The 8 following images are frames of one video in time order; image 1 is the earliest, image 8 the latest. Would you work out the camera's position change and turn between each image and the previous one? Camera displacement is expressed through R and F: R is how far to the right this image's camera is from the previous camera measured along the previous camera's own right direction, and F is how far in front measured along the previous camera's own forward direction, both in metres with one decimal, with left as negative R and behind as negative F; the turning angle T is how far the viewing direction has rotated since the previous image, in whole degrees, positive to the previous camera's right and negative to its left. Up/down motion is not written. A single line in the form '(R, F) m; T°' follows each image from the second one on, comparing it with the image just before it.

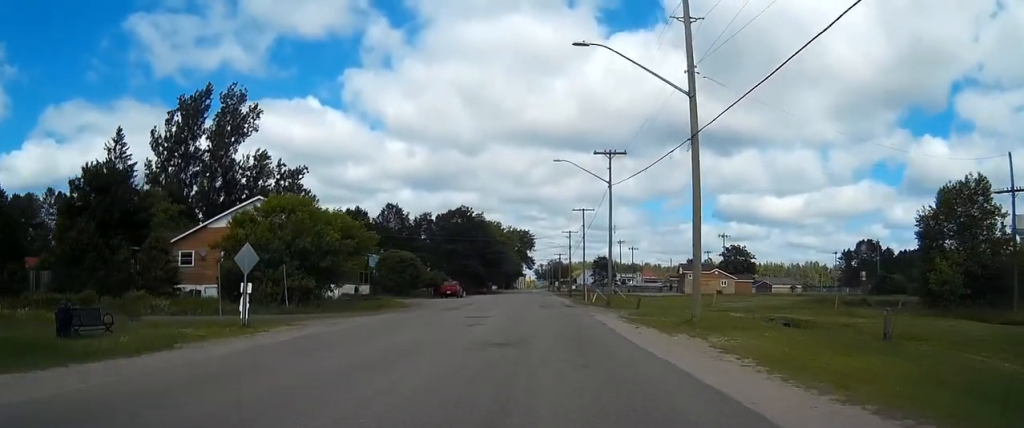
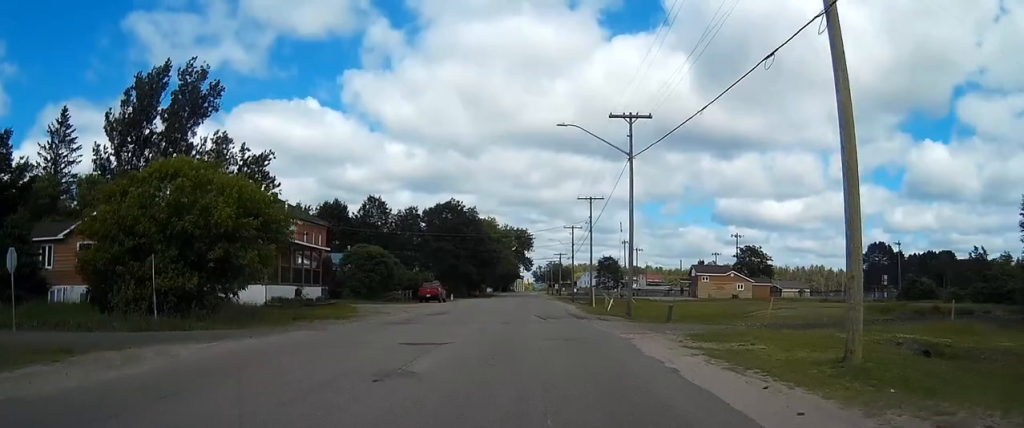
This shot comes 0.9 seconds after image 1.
(-0.1, +13.7) m; 0°
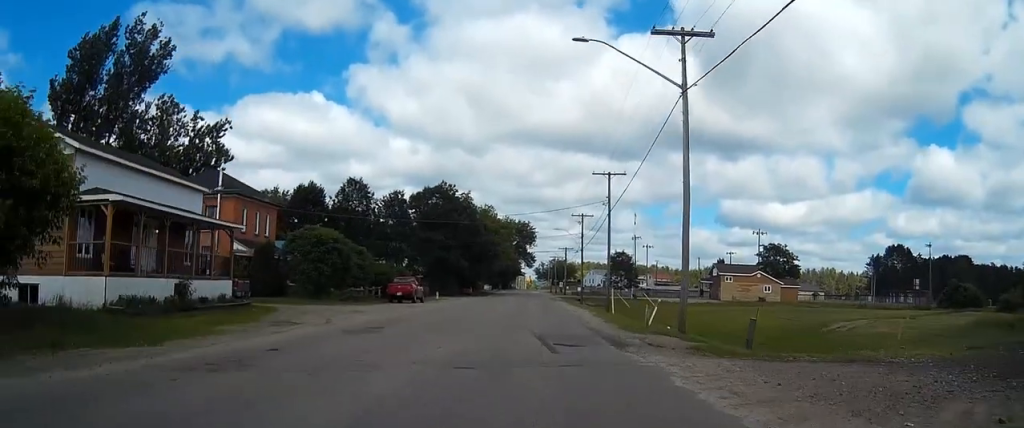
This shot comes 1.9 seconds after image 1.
(0.0, +15.7) m; 0°
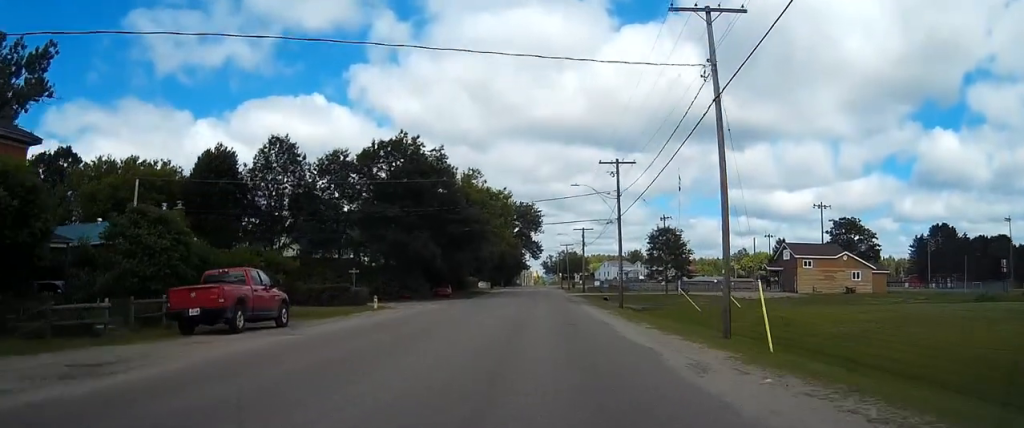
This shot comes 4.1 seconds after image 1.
(-0.2, +34.2) m; 0°
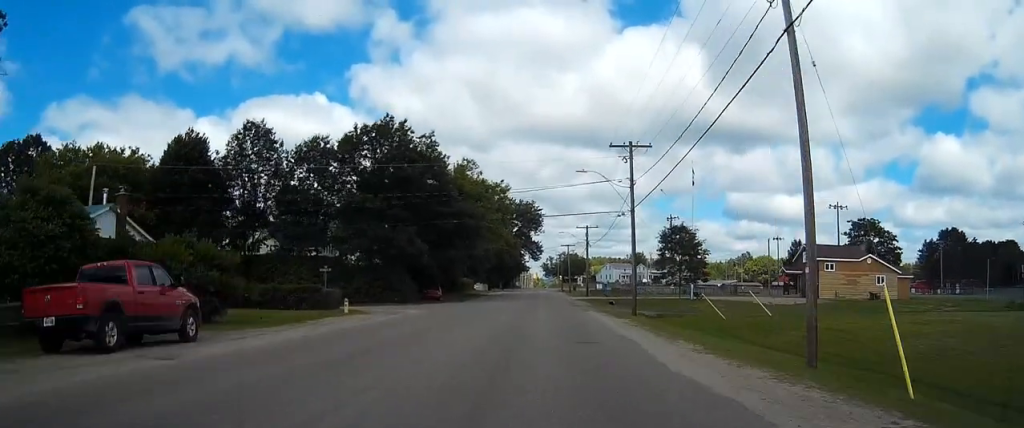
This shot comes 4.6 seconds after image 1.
(0.0, +7.3) m; 0°
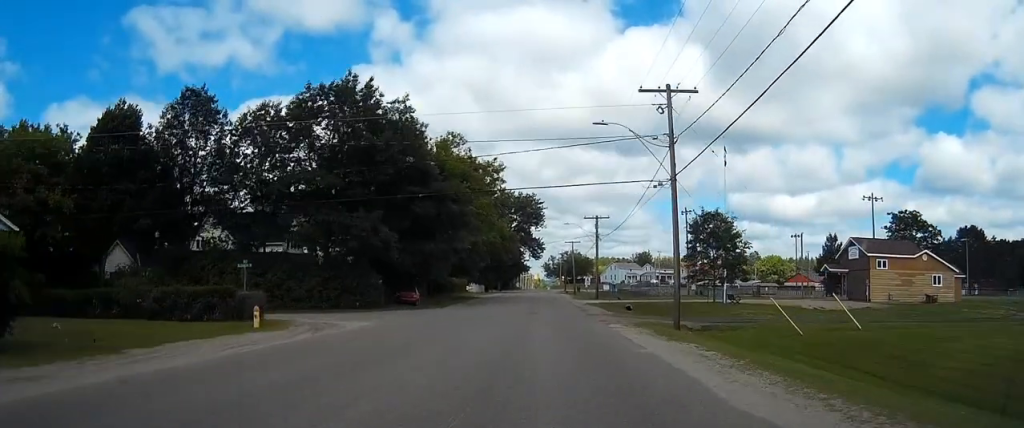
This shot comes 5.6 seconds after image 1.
(0.0, +13.2) m; +1°
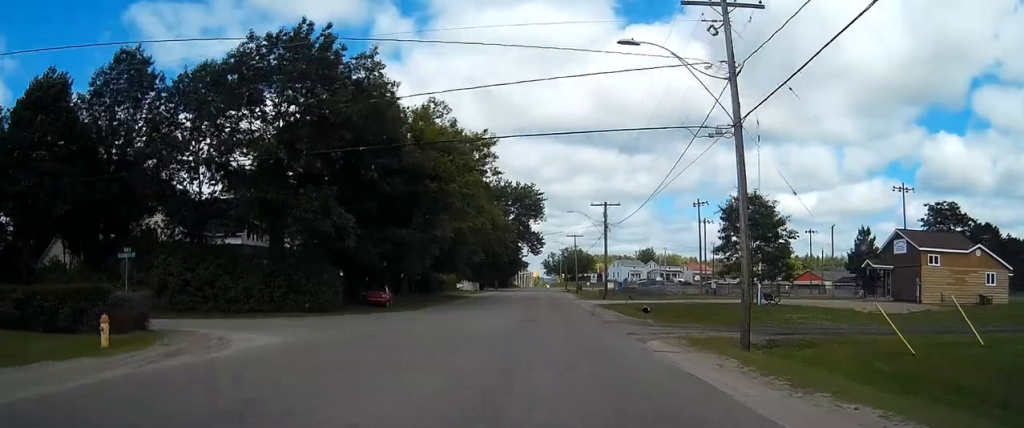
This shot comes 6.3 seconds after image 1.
(+0.1, +10.2) m; +1°
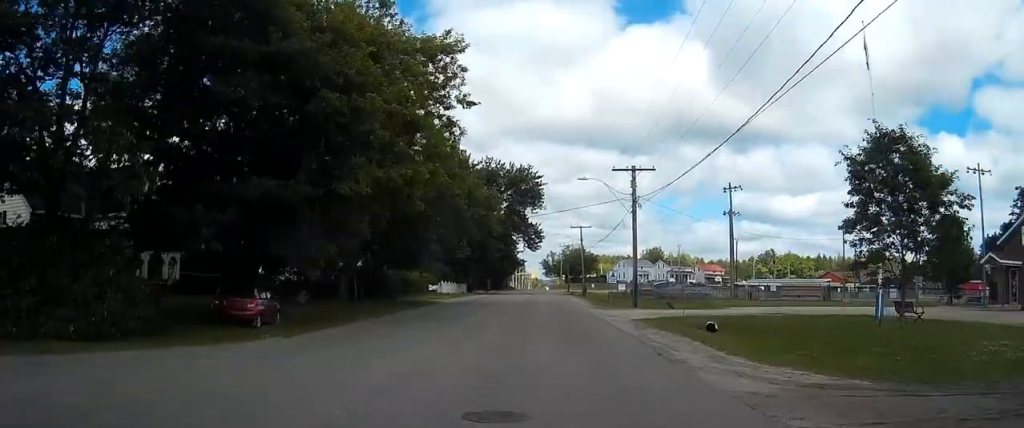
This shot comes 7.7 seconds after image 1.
(+0.2, +19.2) m; 0°
